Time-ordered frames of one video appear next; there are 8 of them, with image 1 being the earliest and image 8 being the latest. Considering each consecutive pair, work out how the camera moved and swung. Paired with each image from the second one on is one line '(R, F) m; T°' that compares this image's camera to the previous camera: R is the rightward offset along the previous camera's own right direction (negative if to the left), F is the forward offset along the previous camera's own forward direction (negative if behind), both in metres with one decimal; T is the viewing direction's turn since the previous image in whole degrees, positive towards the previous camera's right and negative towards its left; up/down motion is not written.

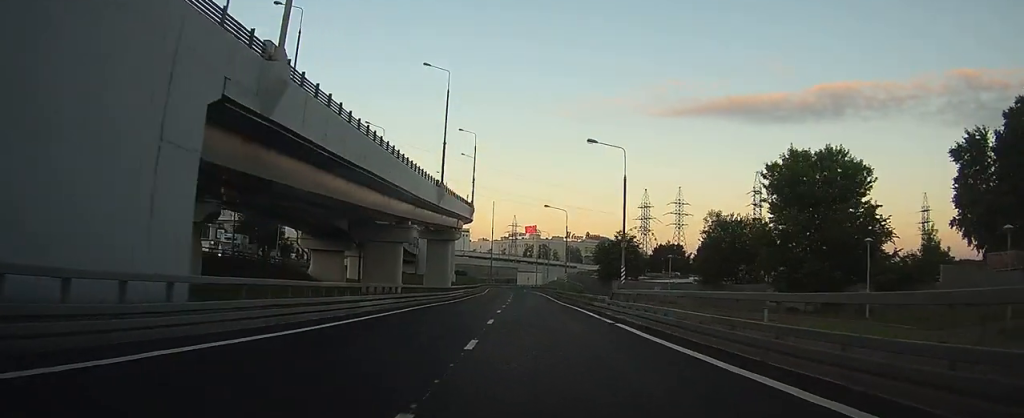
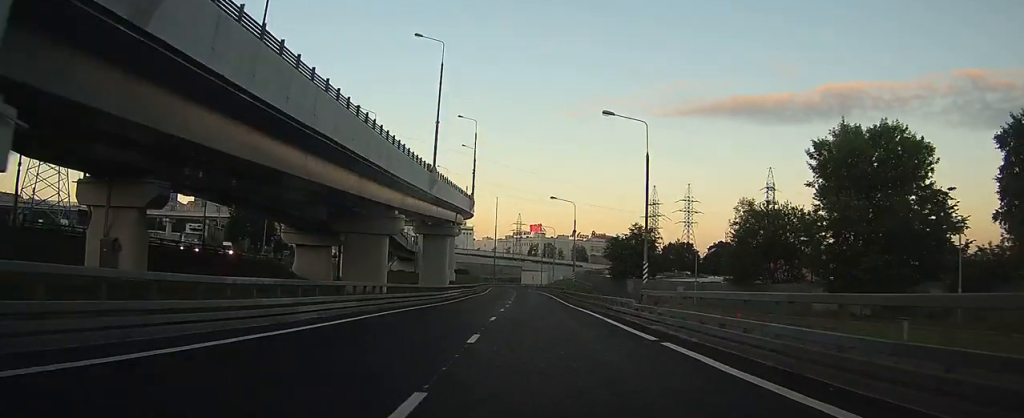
(0.0, +6.9) m; -1°
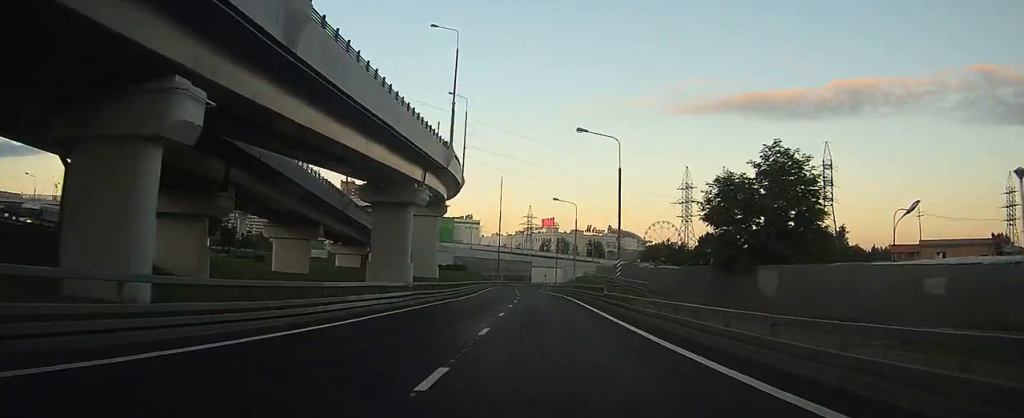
(-0.7, +29.8) m; -2°
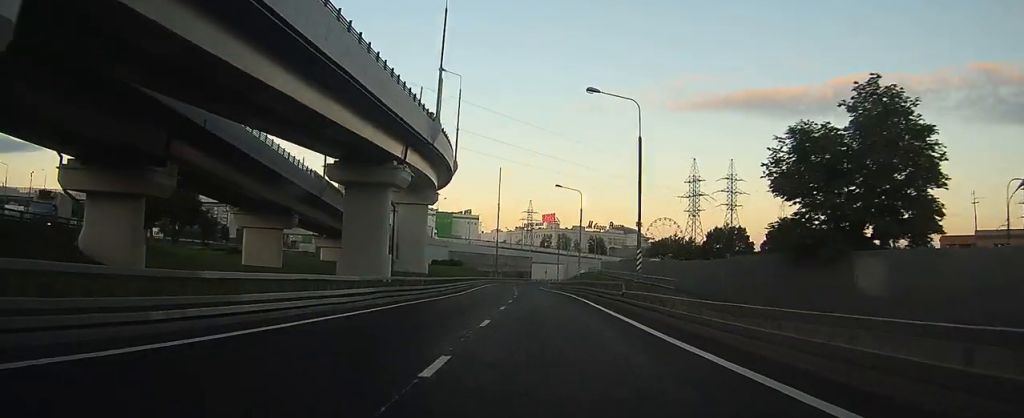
(0.0, +7.4) m; 0°
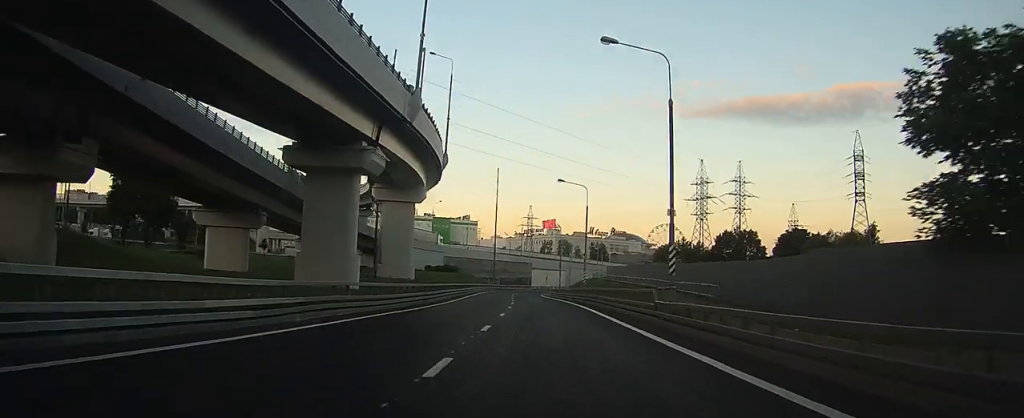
(0.0, +7.4) m; 0°
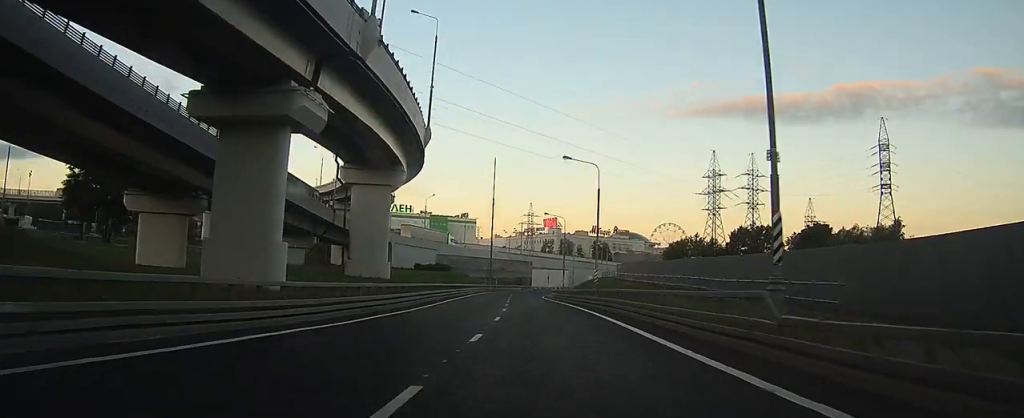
(0.0, +10.3) m; 0°
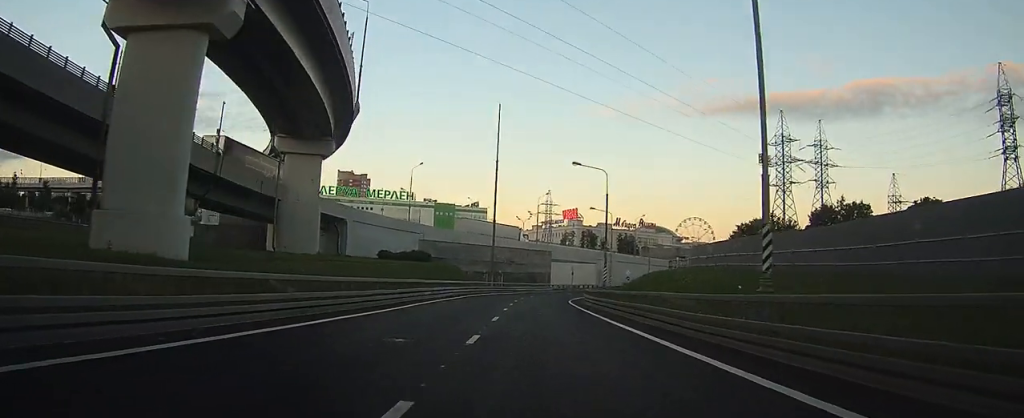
(-0.2, +32.0) m; -1°
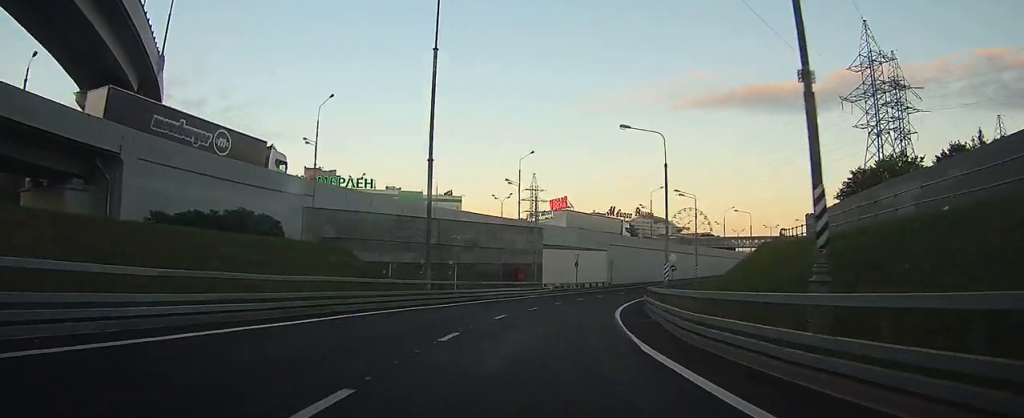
(0.0, +38.4) m; +1°
